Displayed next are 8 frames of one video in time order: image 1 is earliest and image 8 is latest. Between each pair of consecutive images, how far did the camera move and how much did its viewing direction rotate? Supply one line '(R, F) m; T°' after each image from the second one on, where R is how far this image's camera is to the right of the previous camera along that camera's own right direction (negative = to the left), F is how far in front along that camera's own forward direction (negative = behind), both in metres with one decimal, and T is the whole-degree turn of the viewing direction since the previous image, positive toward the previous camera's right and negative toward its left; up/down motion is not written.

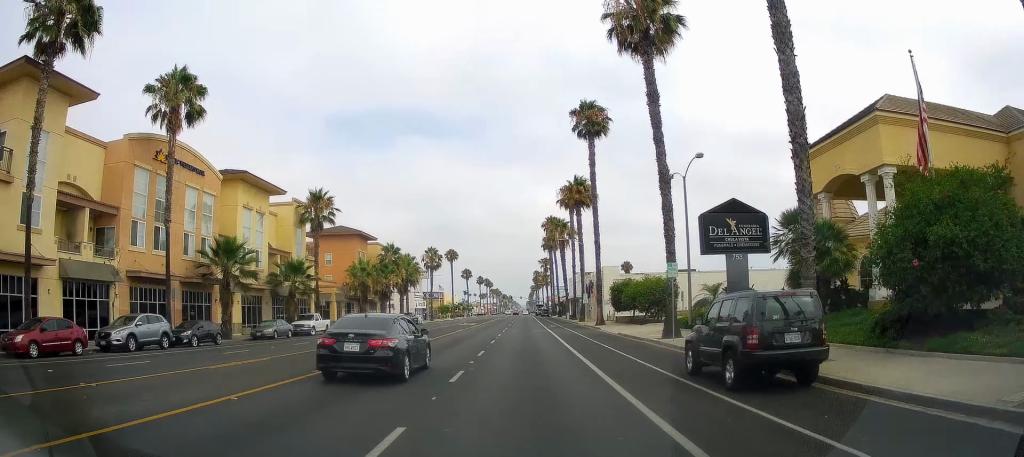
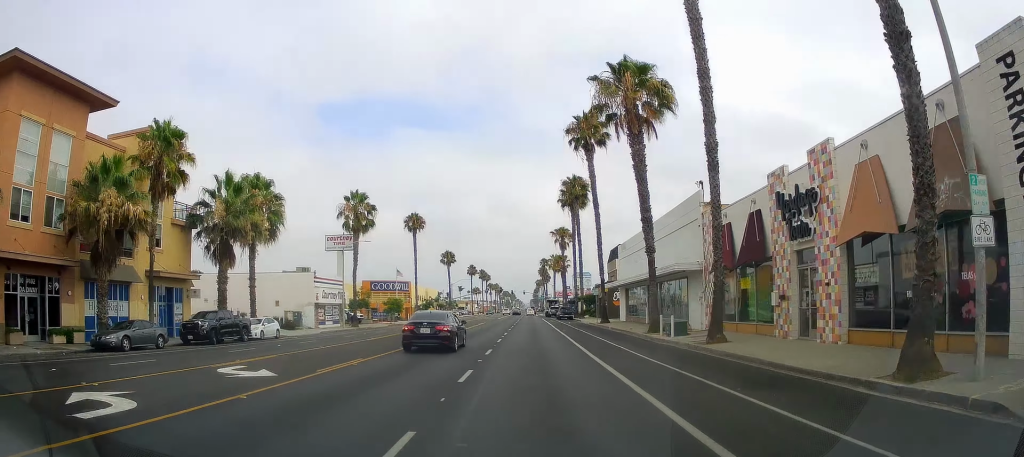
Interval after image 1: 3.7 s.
(+0.2, +59.8) m; 0°
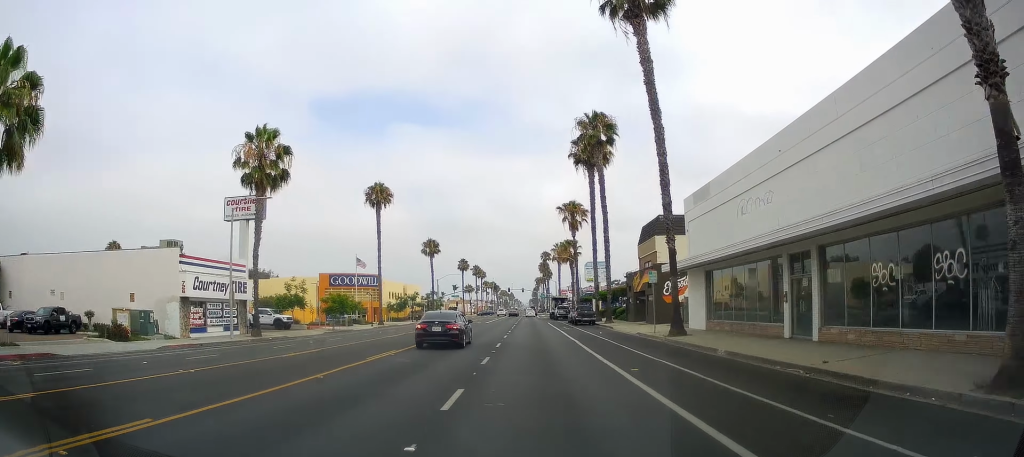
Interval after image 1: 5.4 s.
(+0.2, +25.8) m; 0°
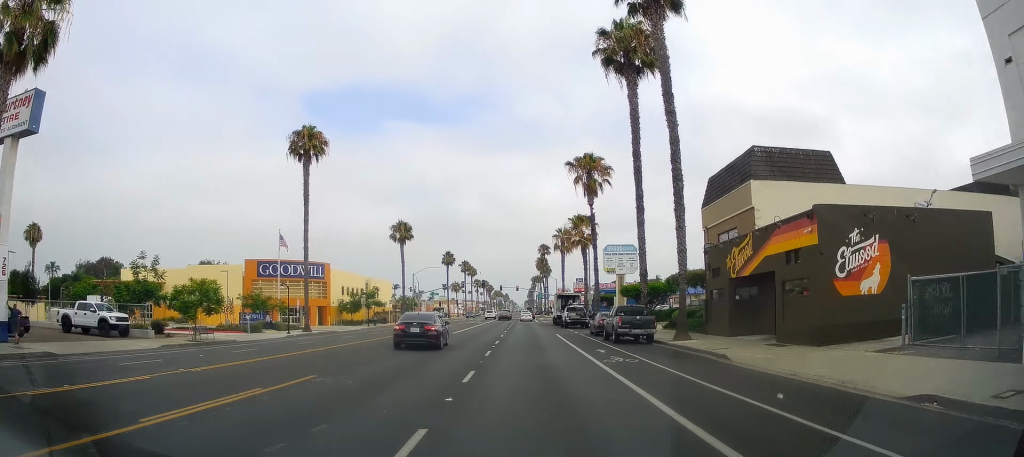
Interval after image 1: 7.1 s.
(-0.3, +25.6) m; 0°
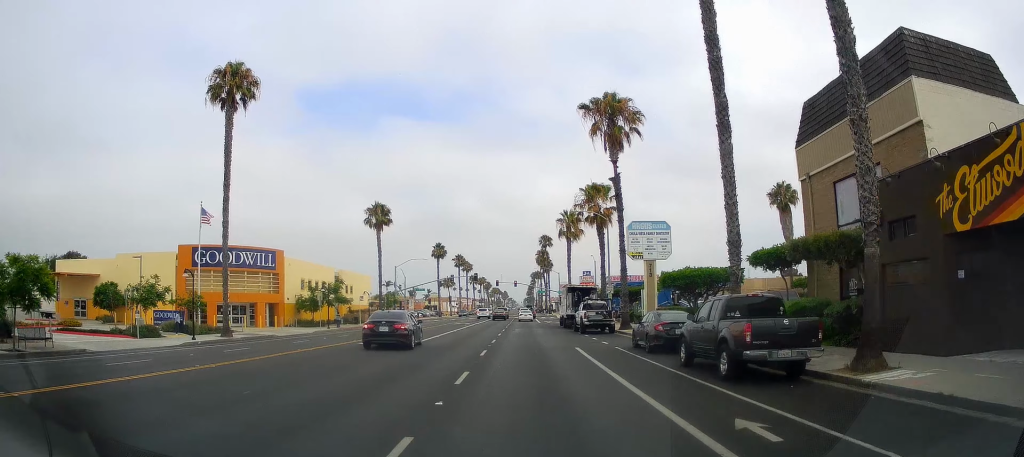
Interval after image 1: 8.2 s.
(+0.1, +14.3) m; 0°
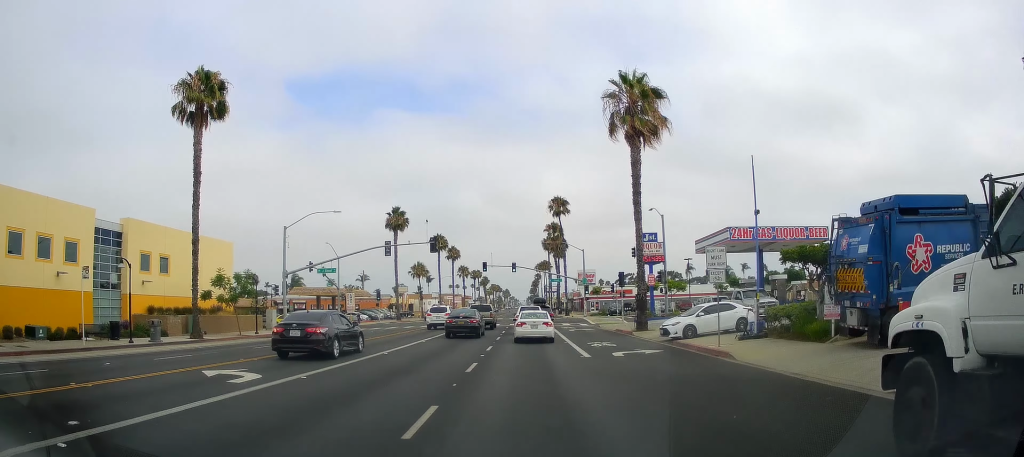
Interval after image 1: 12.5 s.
(-0.4, +46.0) m; -2°
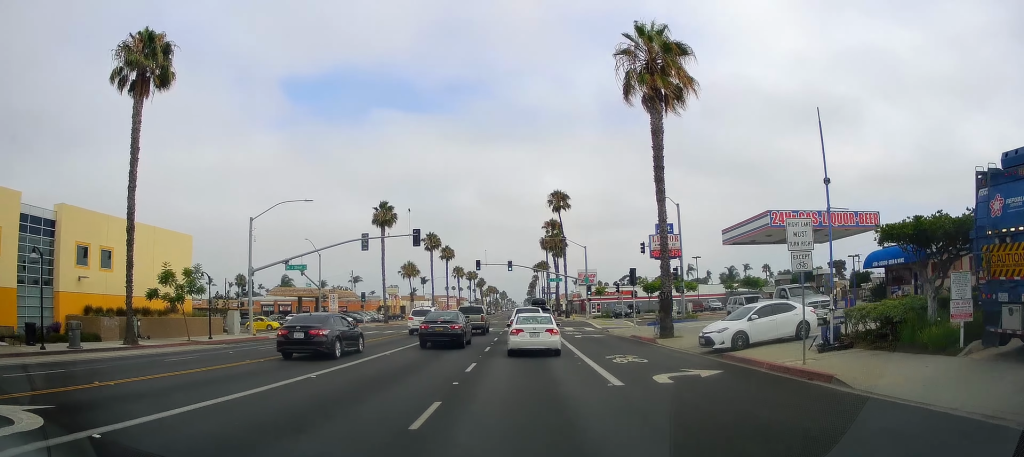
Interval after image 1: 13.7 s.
(0.0, +7.2) m; -2°
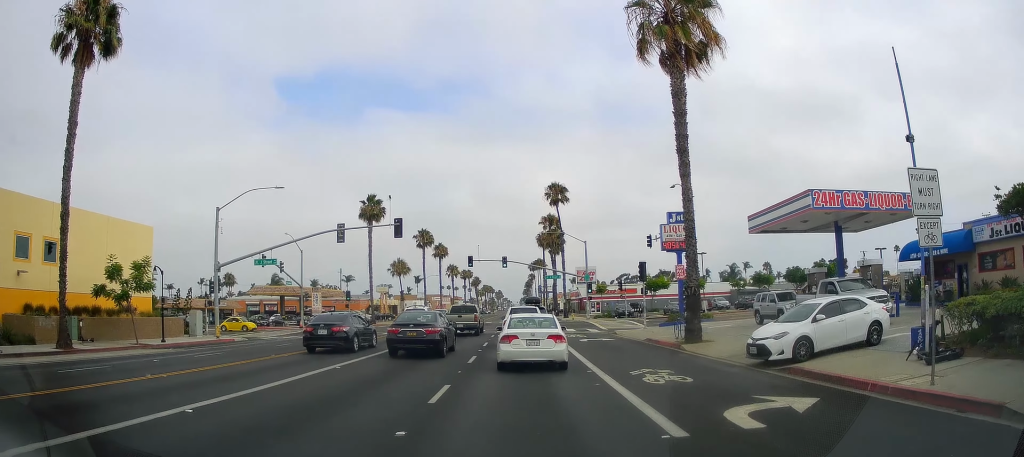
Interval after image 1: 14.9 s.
(+0.4, +6.2) m; -4°
